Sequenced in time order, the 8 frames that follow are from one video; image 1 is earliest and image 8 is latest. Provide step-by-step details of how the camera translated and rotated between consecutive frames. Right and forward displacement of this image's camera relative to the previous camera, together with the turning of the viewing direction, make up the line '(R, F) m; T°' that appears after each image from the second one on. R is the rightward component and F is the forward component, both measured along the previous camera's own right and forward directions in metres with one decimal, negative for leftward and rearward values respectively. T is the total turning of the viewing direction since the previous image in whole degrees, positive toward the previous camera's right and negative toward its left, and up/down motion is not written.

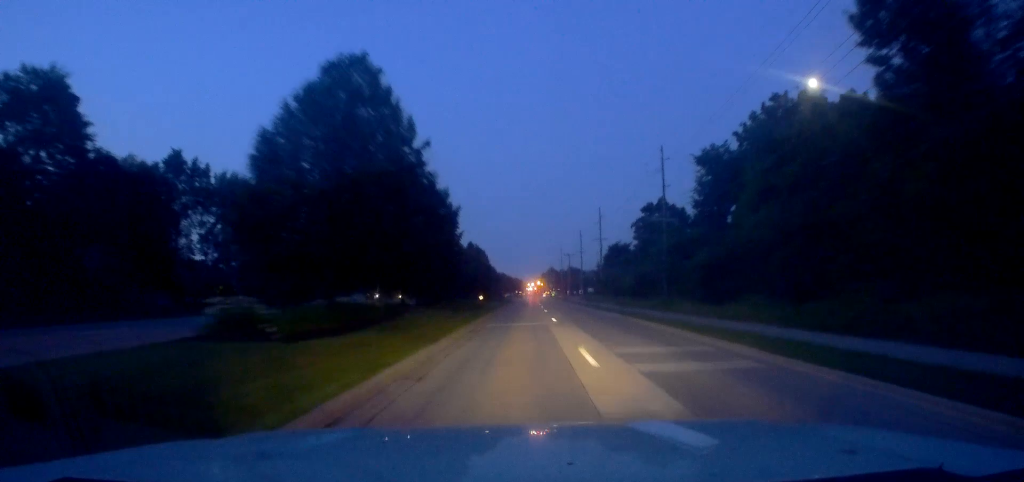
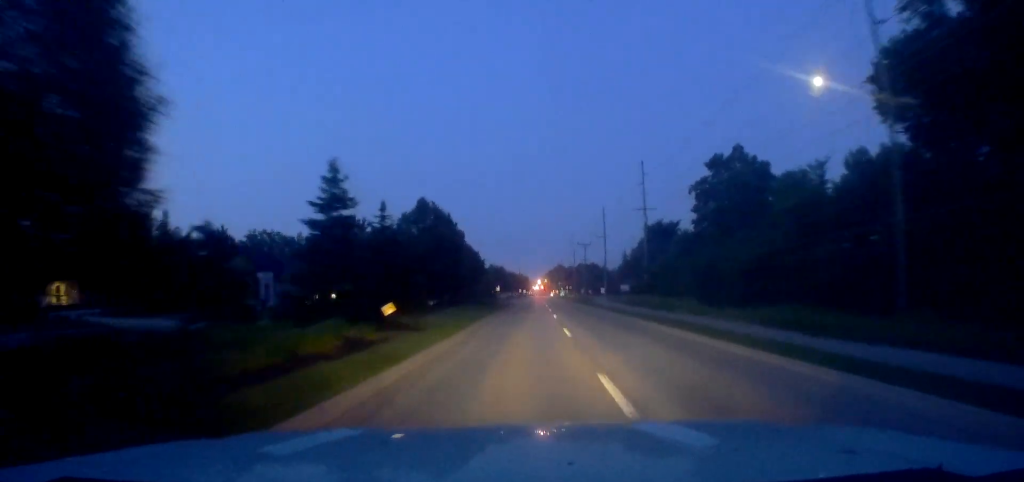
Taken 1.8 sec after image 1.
(-0.2, +39.5) m; 0°
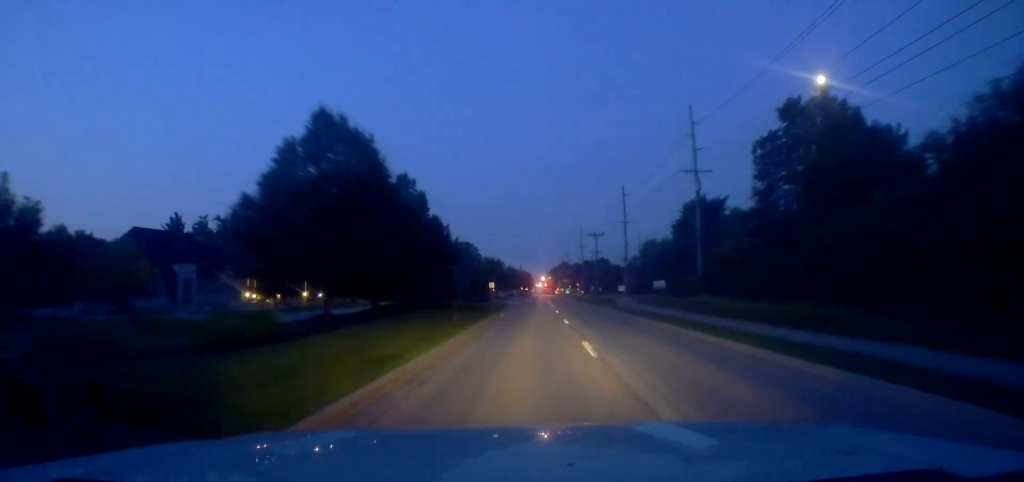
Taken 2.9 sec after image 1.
(-0.5, +22.0) m; -1°
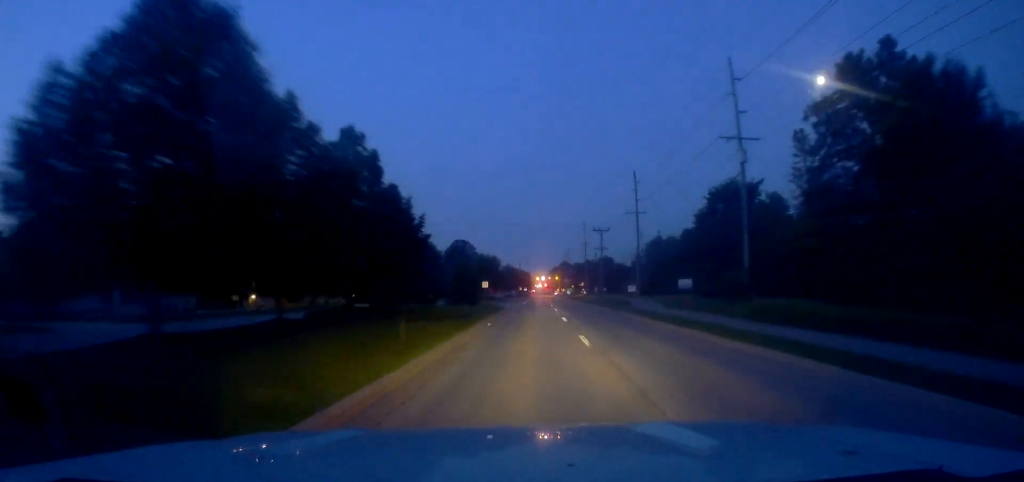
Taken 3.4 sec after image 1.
(0.0, +11.4) m; 0°
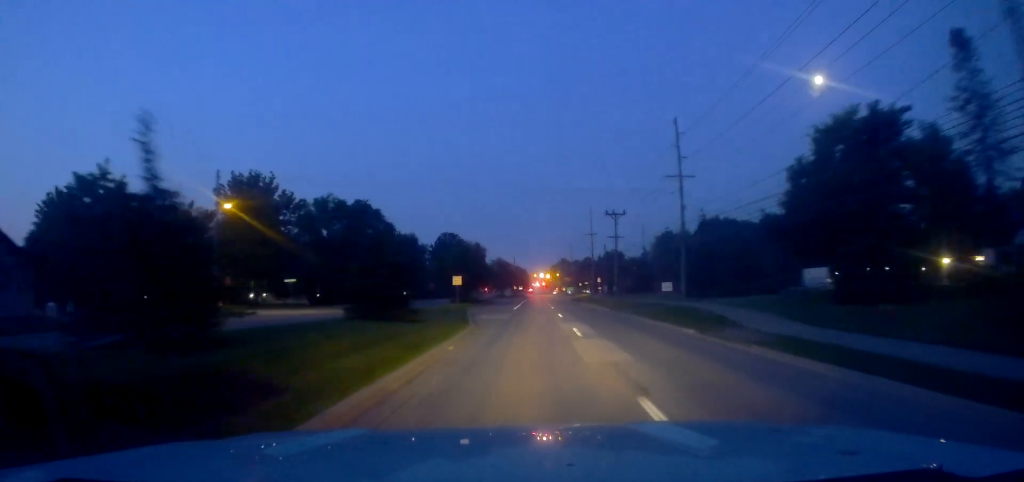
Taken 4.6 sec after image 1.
(+0.1, +26.4) m; +1°
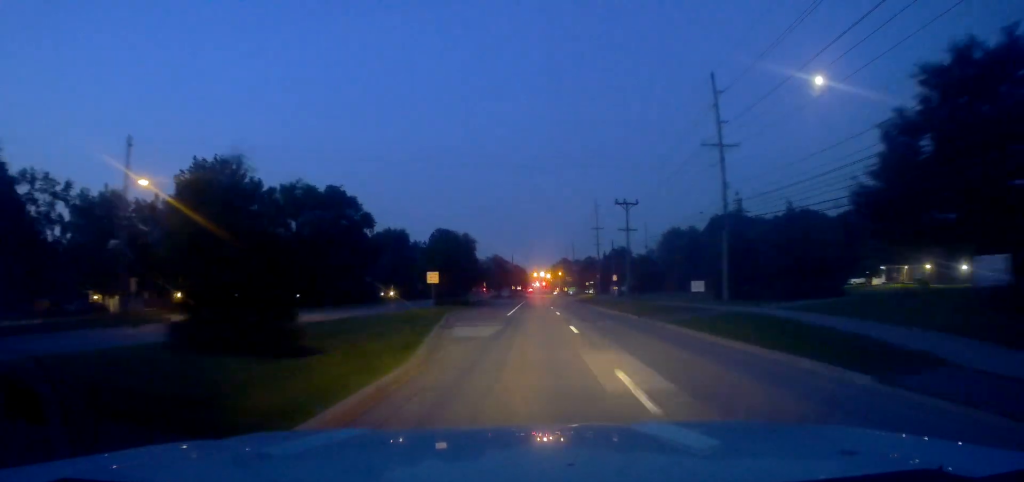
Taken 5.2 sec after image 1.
(-0.1, +12.8) m; 0°
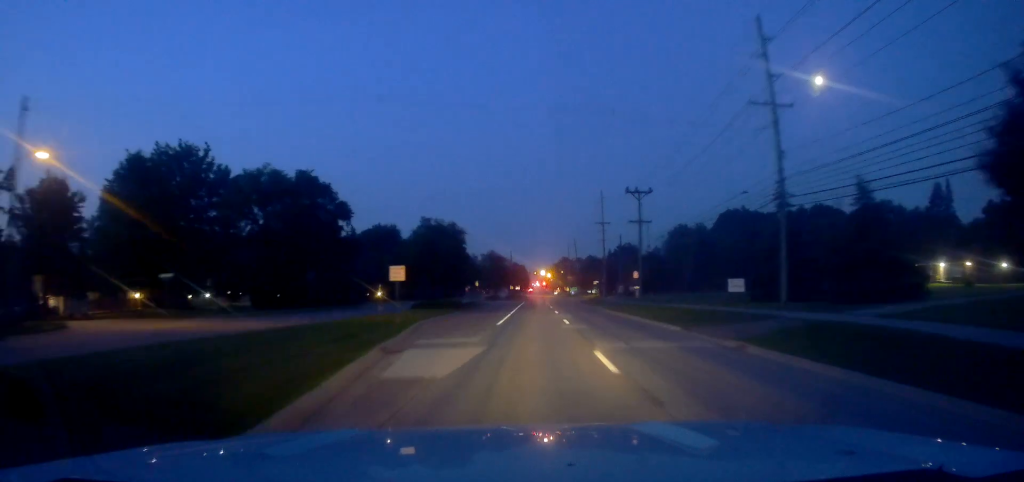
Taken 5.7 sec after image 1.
(+0.4, +10.6) m; 0°
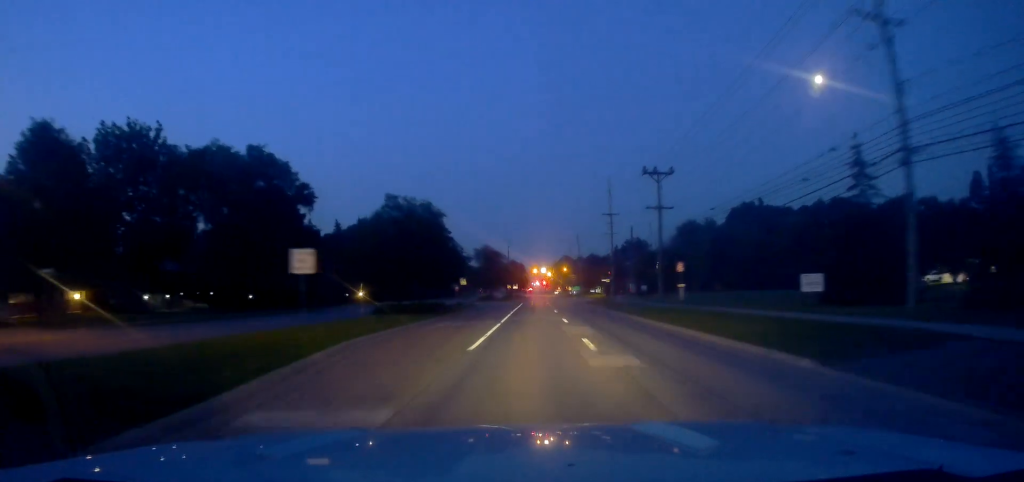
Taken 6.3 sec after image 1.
(+0.1, +12.6) m; 0°
